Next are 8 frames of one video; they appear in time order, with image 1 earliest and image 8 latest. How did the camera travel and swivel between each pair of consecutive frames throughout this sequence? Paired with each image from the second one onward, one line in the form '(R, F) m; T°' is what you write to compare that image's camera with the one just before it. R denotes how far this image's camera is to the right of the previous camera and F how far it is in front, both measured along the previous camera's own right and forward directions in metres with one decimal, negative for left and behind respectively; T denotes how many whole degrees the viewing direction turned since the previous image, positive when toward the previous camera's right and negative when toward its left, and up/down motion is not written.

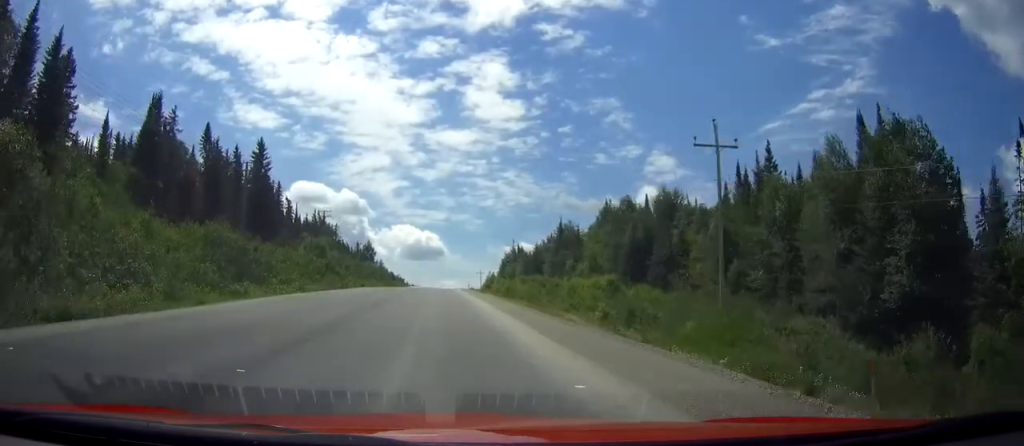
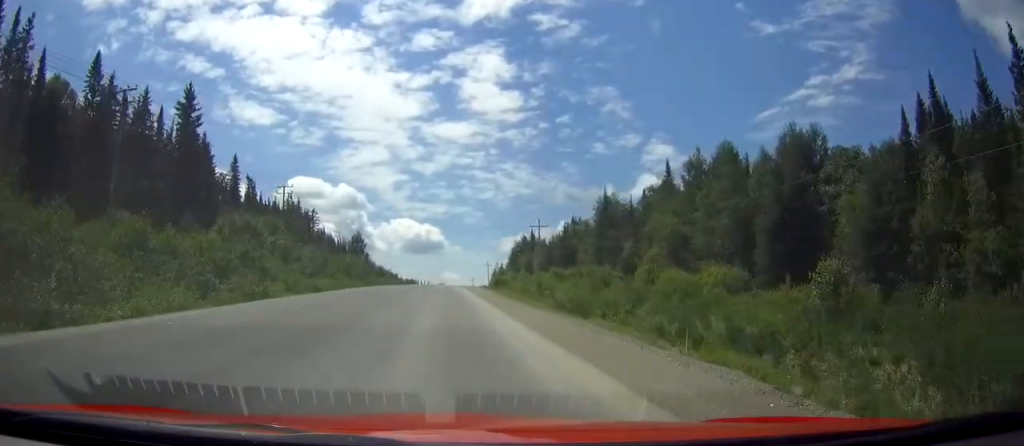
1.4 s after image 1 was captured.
(-0.1, +32.6) m; 0°
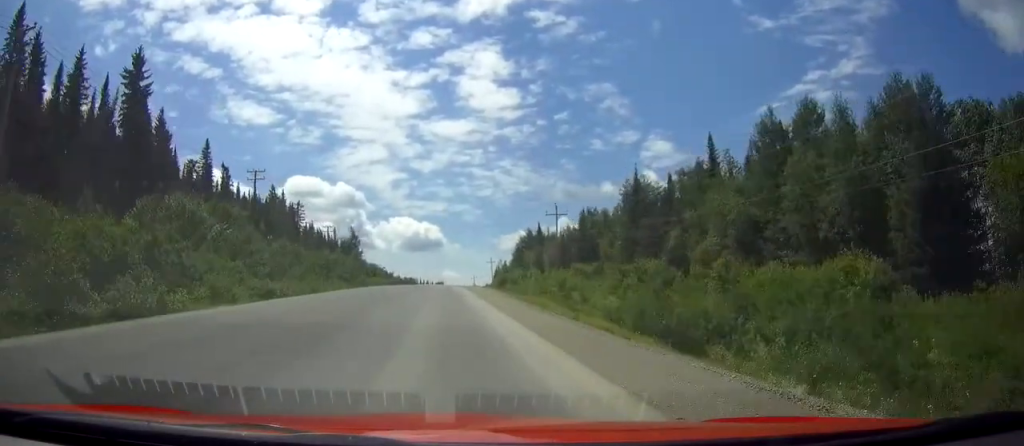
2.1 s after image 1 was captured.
(0.0, +14.6) m; 0°
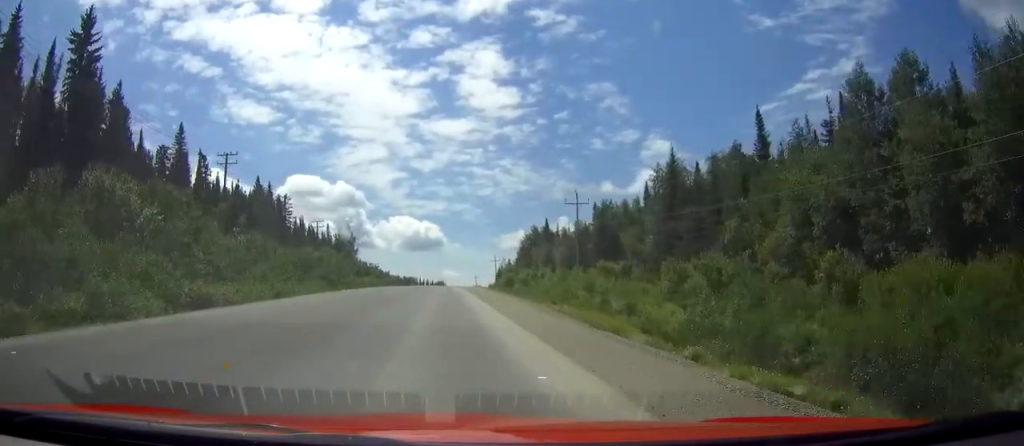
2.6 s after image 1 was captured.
(0.0, +11.6) m; 0°
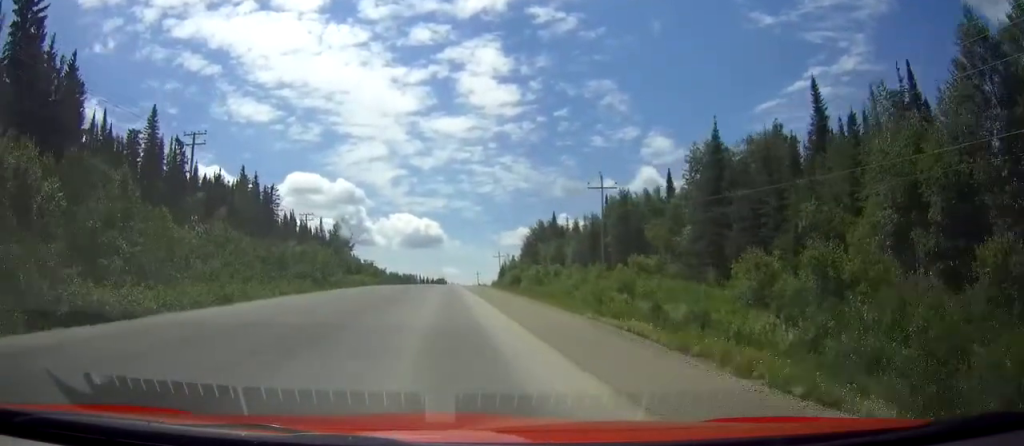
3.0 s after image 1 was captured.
(0.0, +10.1) m; 0°
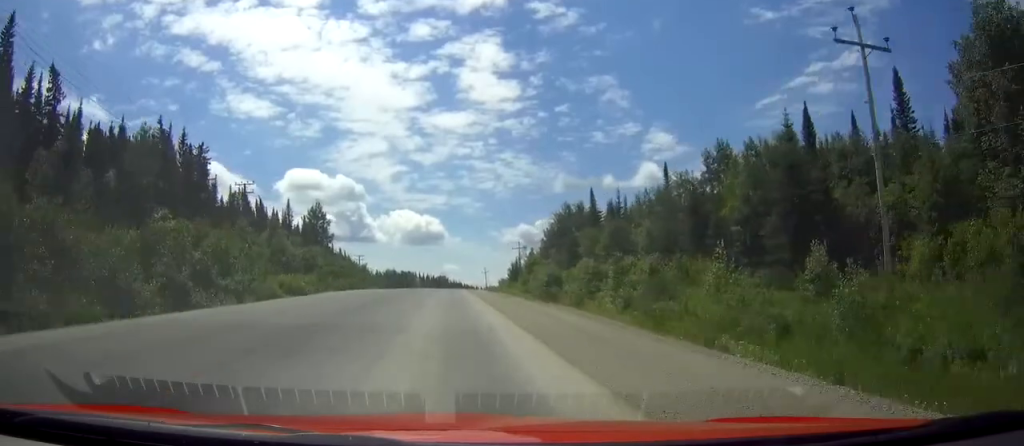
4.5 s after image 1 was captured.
(0.0, +35.9) m; 0°
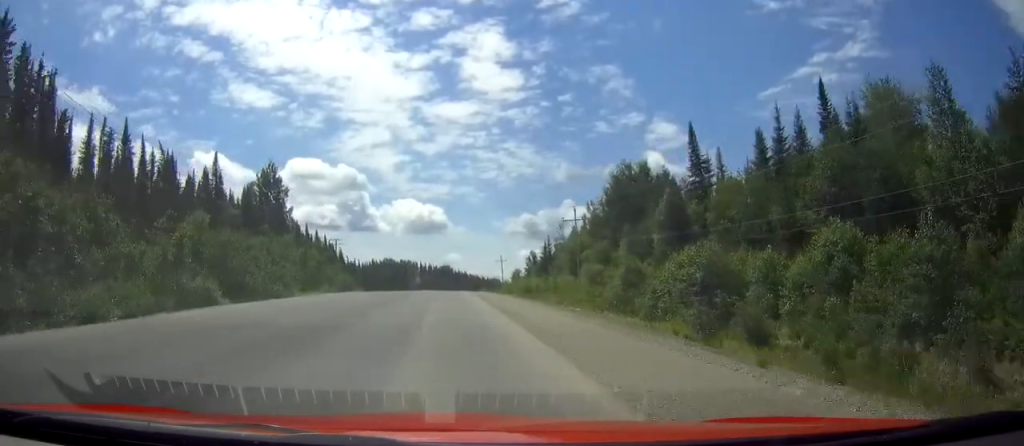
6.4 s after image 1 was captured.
(0.0, +43.8) m; 0°
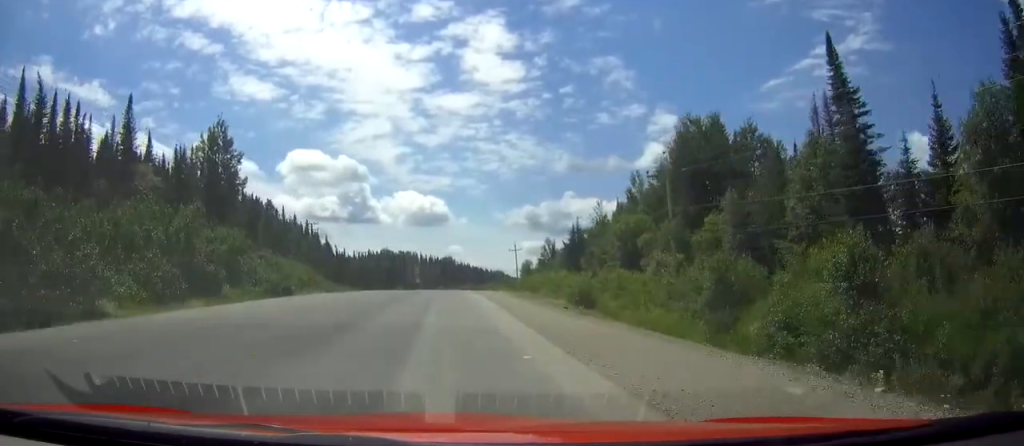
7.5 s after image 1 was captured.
(-0.1, +26.5) m; 0°
